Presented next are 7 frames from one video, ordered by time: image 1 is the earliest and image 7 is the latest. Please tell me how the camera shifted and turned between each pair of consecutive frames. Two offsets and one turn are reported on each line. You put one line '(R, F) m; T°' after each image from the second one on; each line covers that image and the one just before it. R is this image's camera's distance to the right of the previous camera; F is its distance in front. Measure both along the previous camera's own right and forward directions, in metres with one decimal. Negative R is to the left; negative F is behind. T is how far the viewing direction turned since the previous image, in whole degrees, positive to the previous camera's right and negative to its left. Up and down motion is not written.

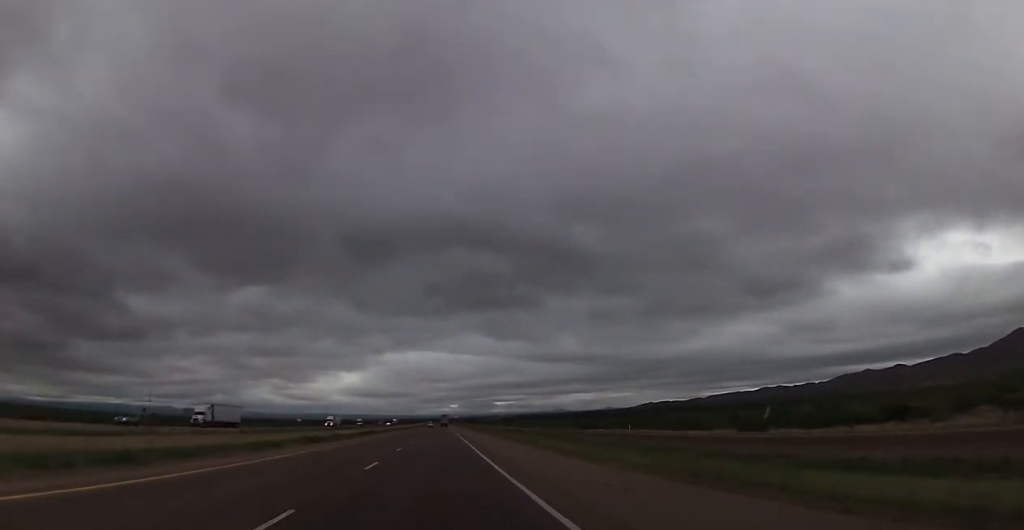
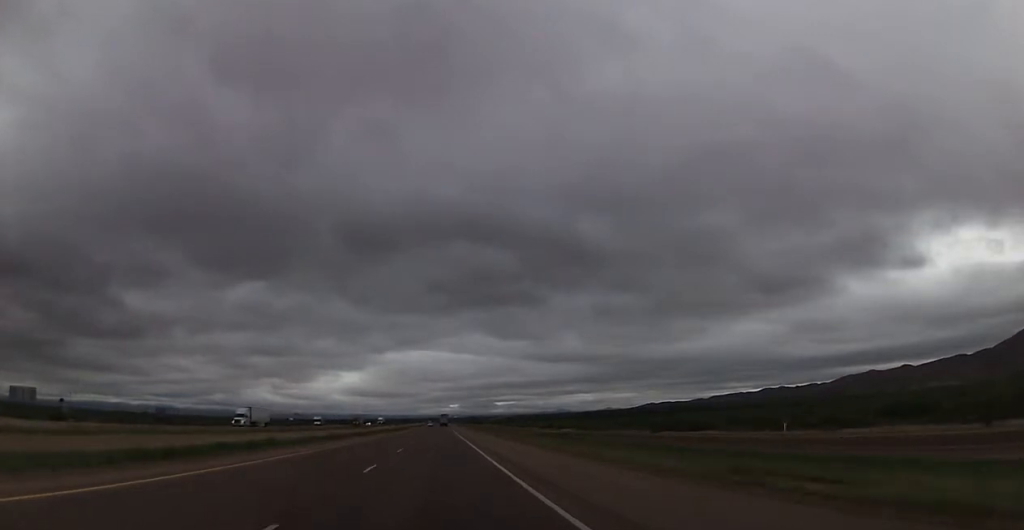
(-0.3, +62.6) m; 0°
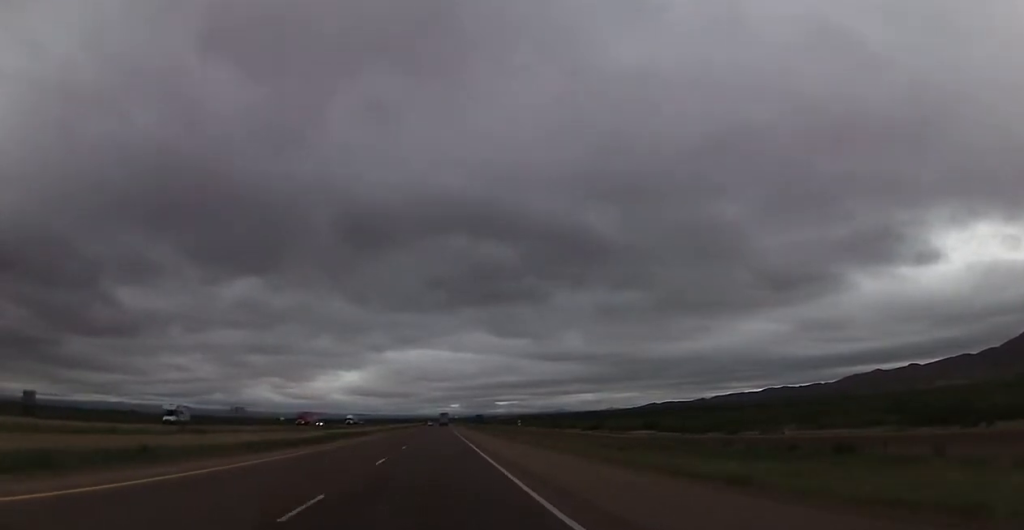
(+0.6, +69.9) m; 0°
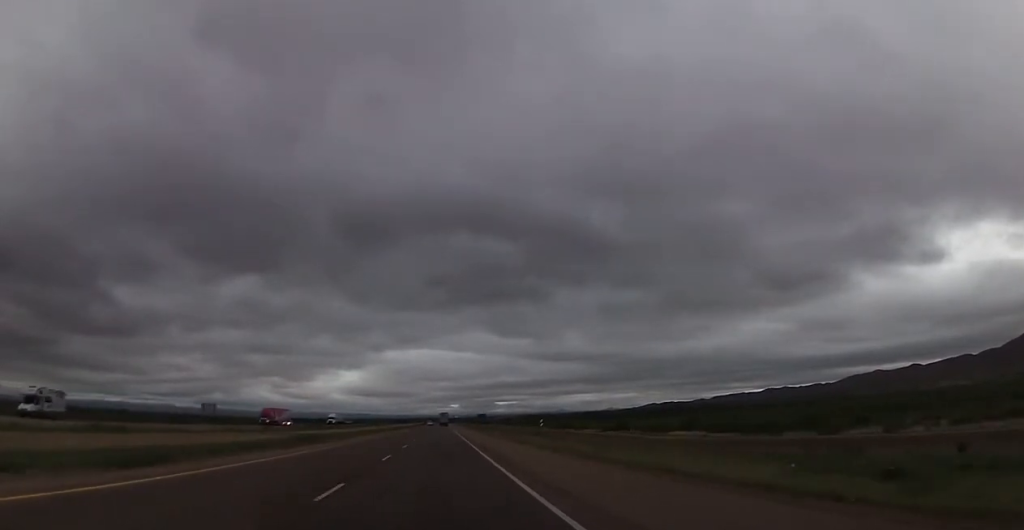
(0.0, +22.1) m; 0°
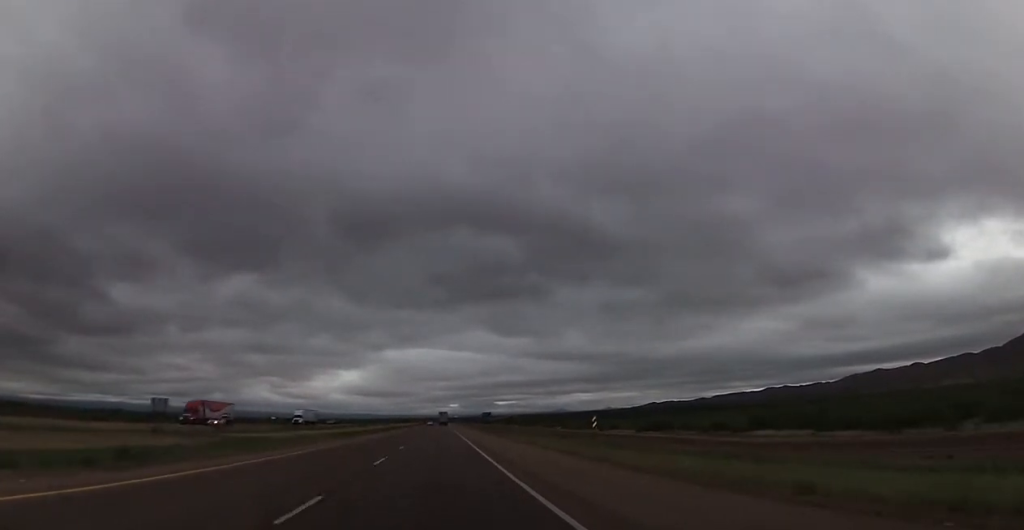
(0.0, +27.0) m; -1°
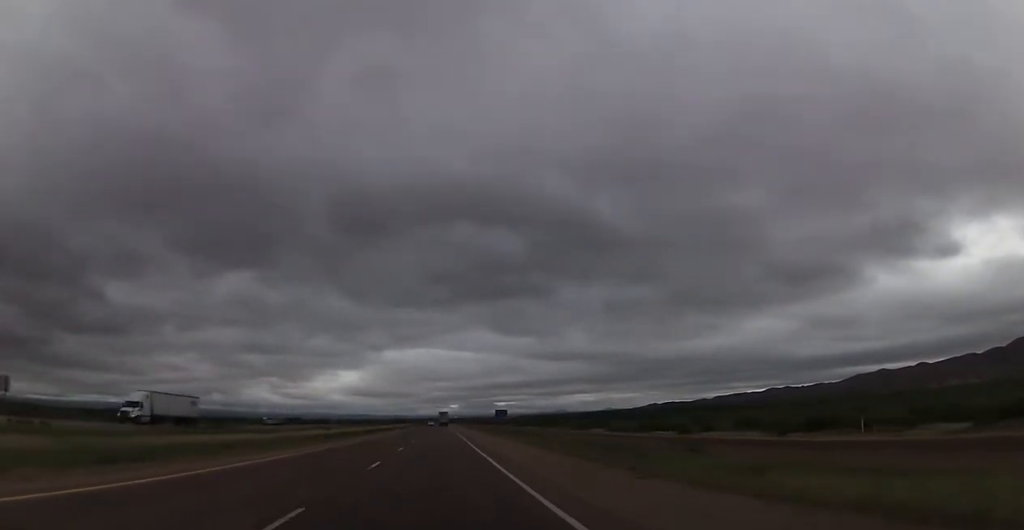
(-0.6, +50.3) m; 0°
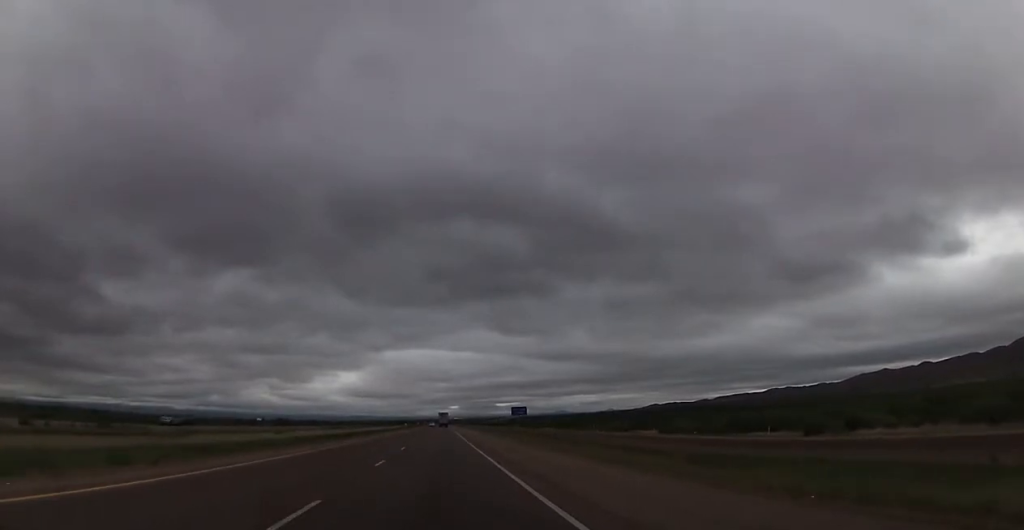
(+0.6, +35.6) m; +1°
